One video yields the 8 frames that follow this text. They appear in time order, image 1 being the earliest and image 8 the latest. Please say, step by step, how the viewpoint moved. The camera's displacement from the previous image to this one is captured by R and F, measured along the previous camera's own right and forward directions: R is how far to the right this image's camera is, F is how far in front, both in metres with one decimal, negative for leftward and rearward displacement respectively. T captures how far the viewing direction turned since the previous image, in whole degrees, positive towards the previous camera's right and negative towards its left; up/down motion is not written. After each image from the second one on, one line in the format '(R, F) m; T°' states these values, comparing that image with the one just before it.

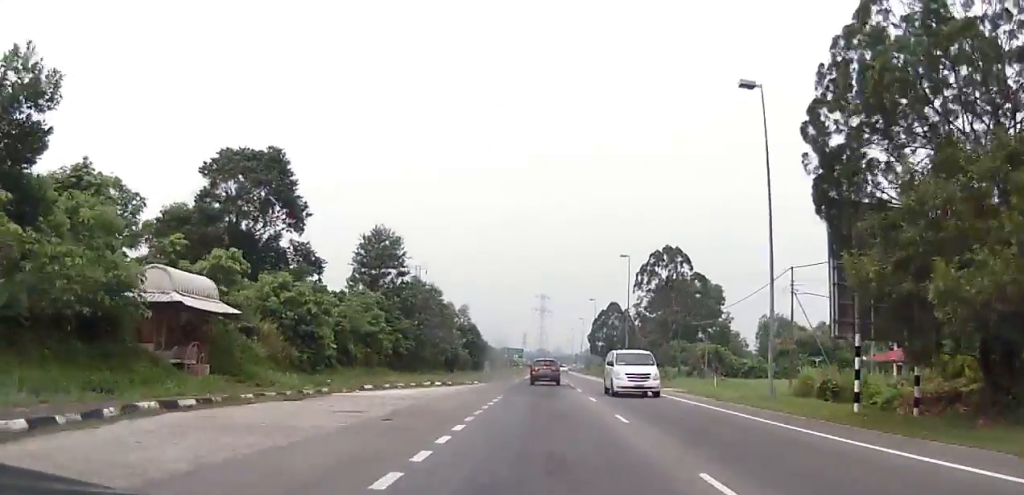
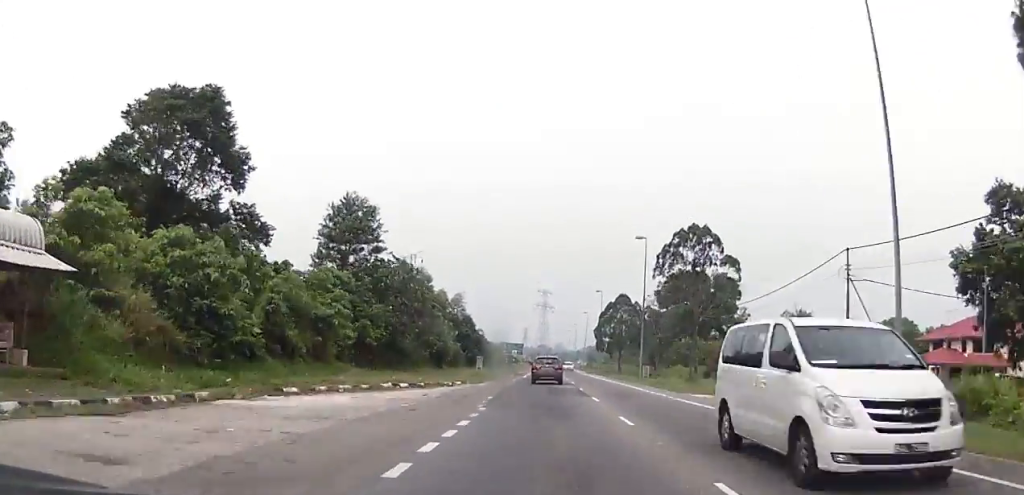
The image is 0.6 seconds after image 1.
(-0.1, +9.7) m; -1°
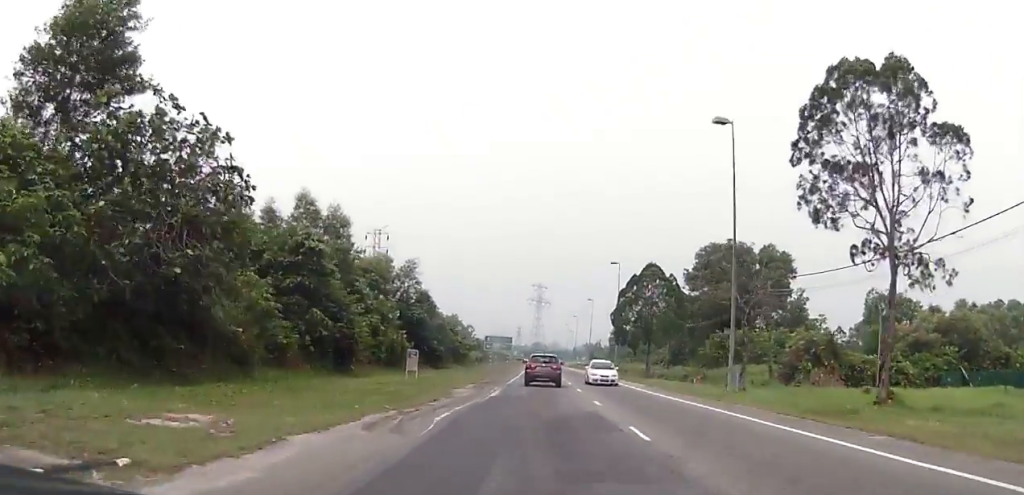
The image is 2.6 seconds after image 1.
(+0.2, +30.9) m; +3°
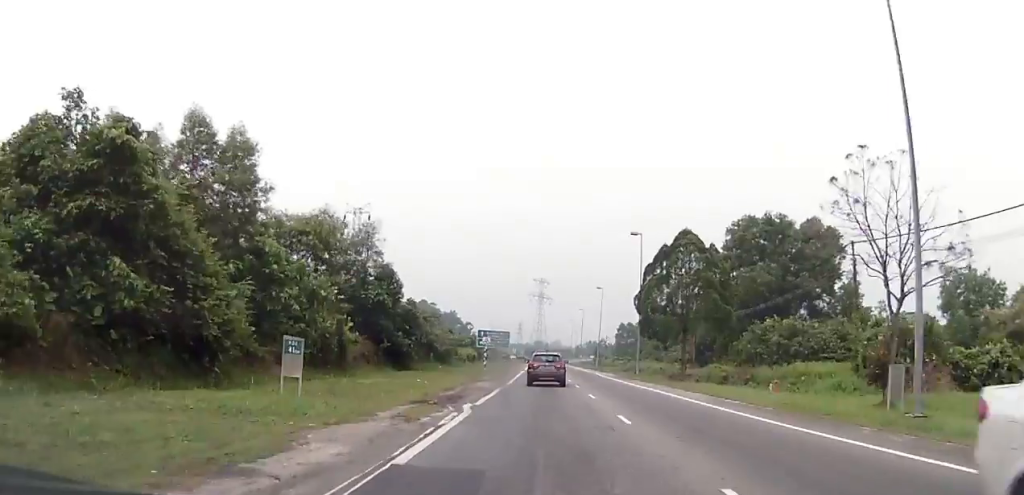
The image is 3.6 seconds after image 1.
(+0.2, +15.7) m; 0°
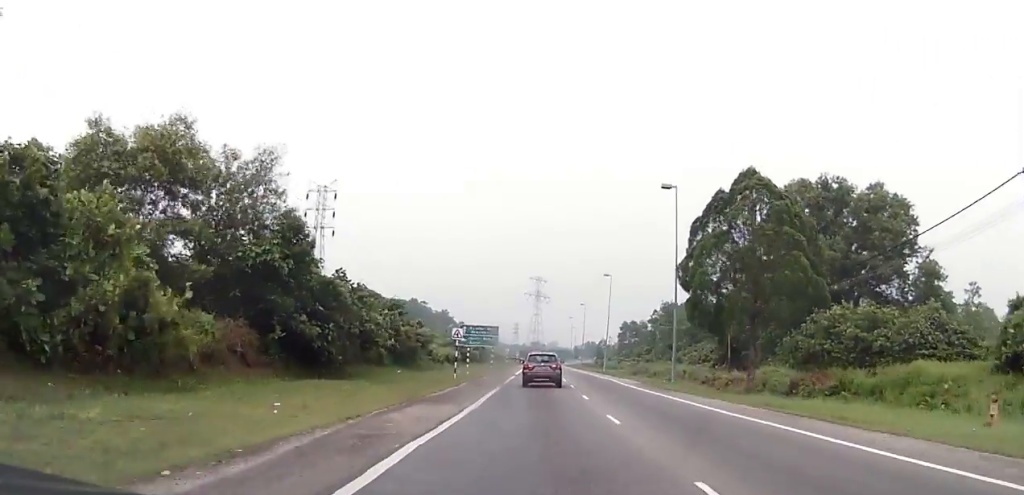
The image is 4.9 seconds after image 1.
(-0.2, +17.7) m; 0°
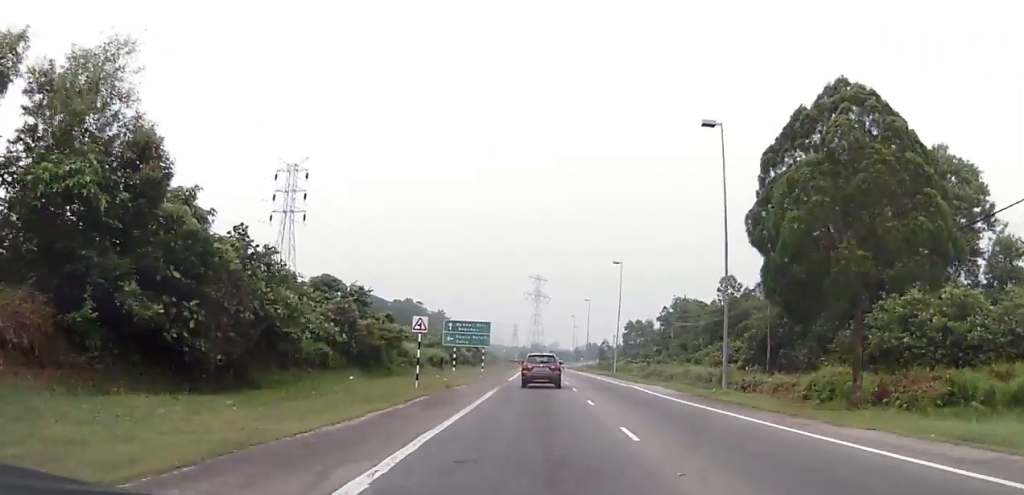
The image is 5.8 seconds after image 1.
(+0.1, +11.9) m; 0°
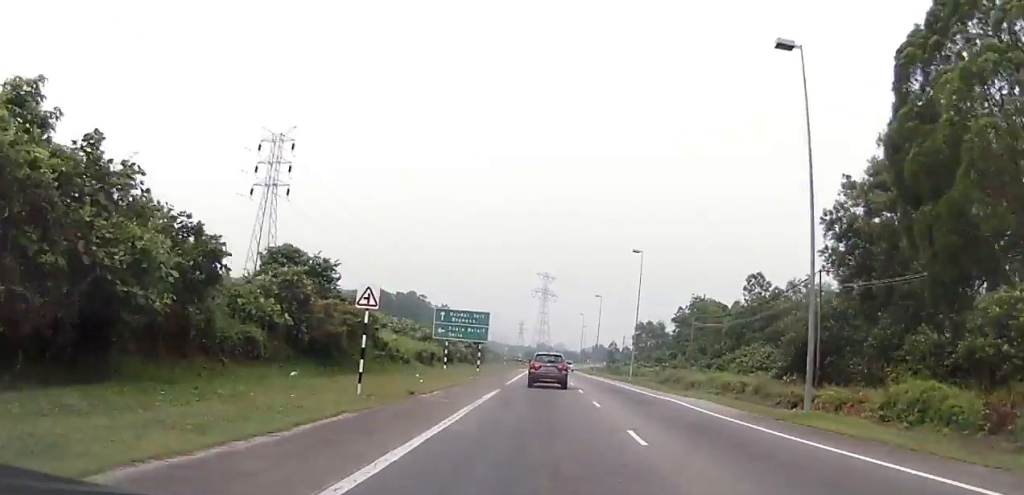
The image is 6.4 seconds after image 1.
(0.0, +9.2) m; 0°
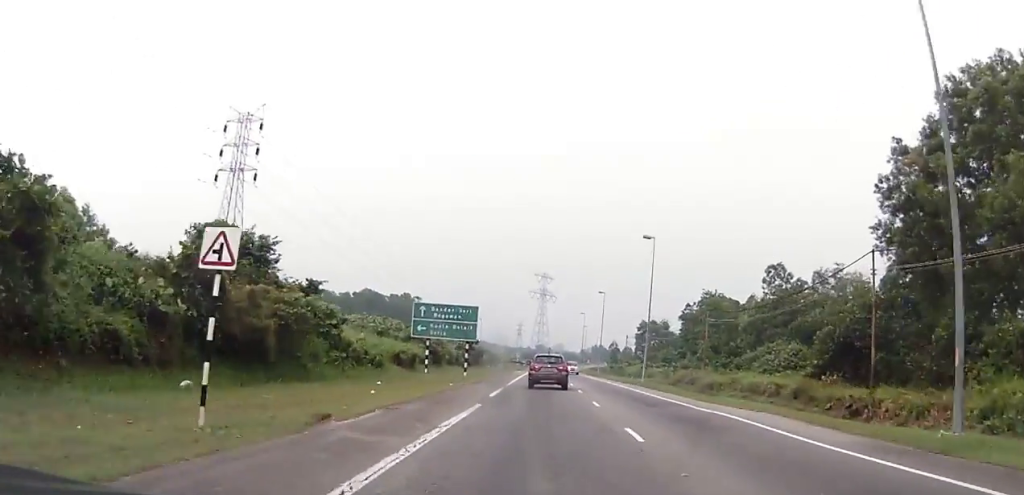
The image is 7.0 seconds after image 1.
(0.0, +8.4) m; 0°
